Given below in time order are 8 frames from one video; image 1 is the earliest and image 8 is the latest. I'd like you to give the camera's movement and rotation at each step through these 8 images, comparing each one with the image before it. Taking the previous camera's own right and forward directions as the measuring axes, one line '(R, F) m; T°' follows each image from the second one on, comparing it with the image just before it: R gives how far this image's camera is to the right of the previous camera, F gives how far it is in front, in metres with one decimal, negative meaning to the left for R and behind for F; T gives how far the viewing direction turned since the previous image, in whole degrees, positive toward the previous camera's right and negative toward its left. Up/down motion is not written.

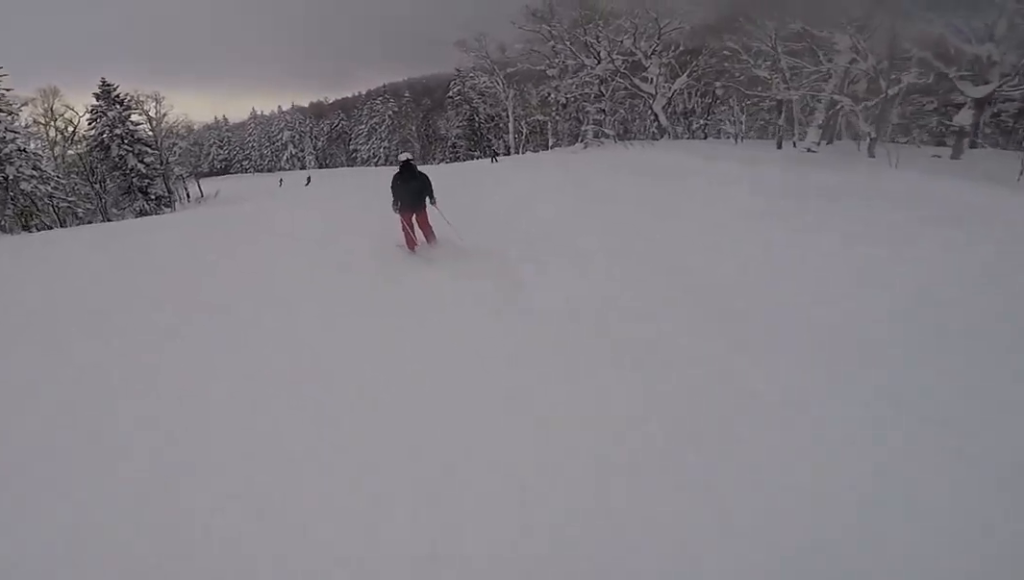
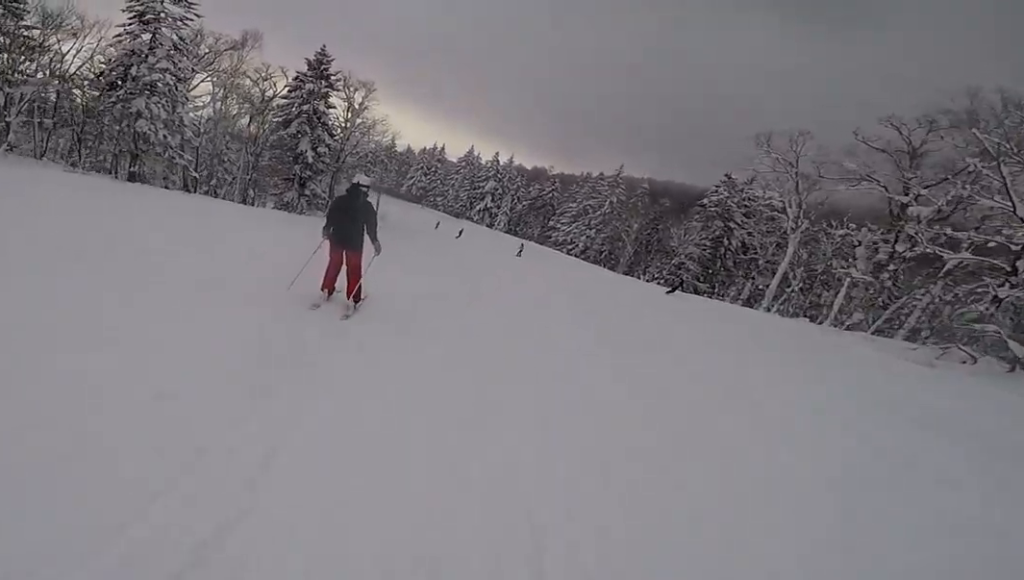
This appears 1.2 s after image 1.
(-1.2, +14.6) m; -14°
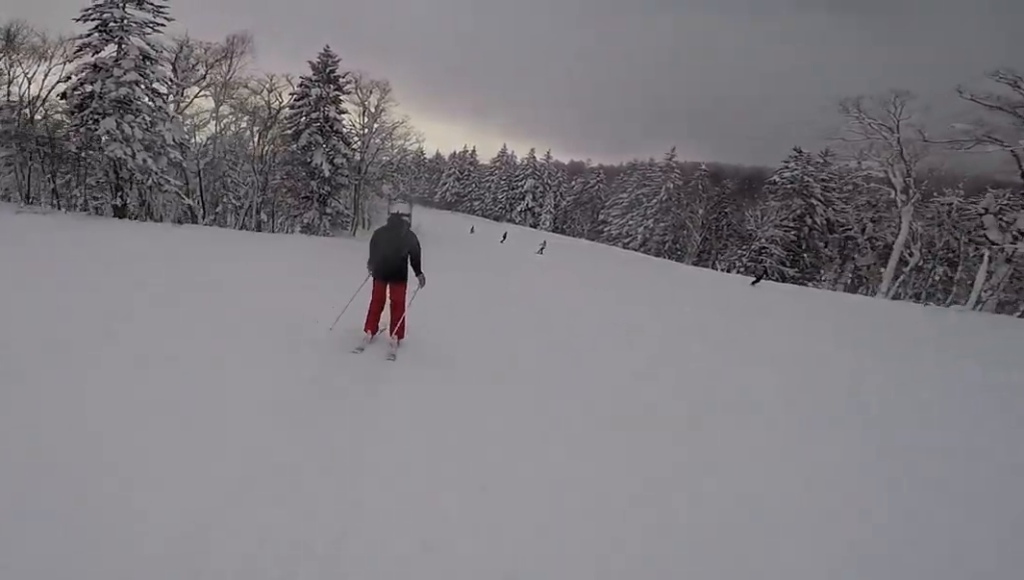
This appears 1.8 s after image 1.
(-1.1, +6.0) m; -4°
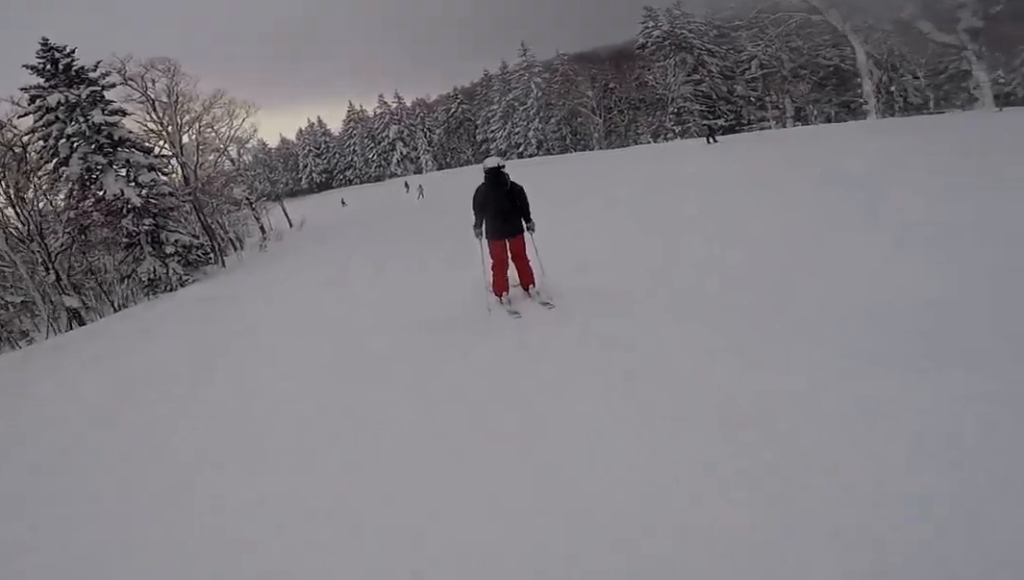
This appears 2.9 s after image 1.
(-0.2, +12.4) m; +8°
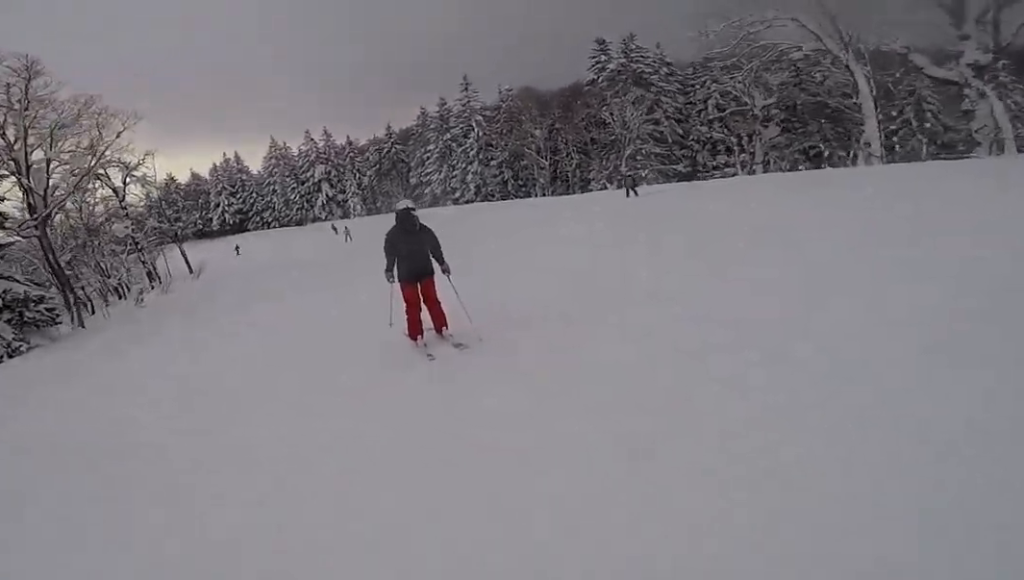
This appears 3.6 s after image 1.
(+0.9, +7.8) m; +5°
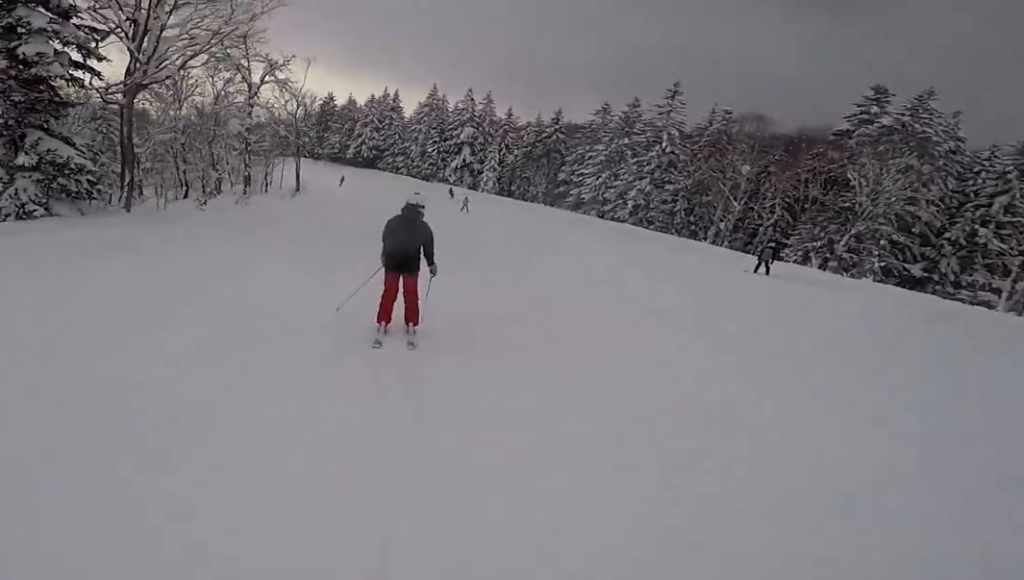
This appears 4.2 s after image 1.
(+0.6, +7.0) m; +1°
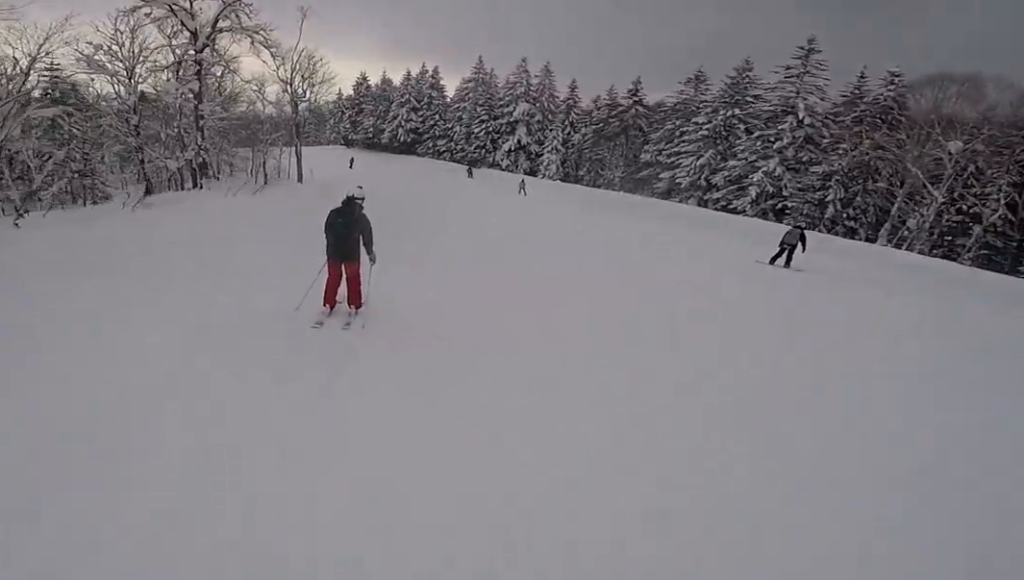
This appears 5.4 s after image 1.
(-1.5, +13.2) m; -13°
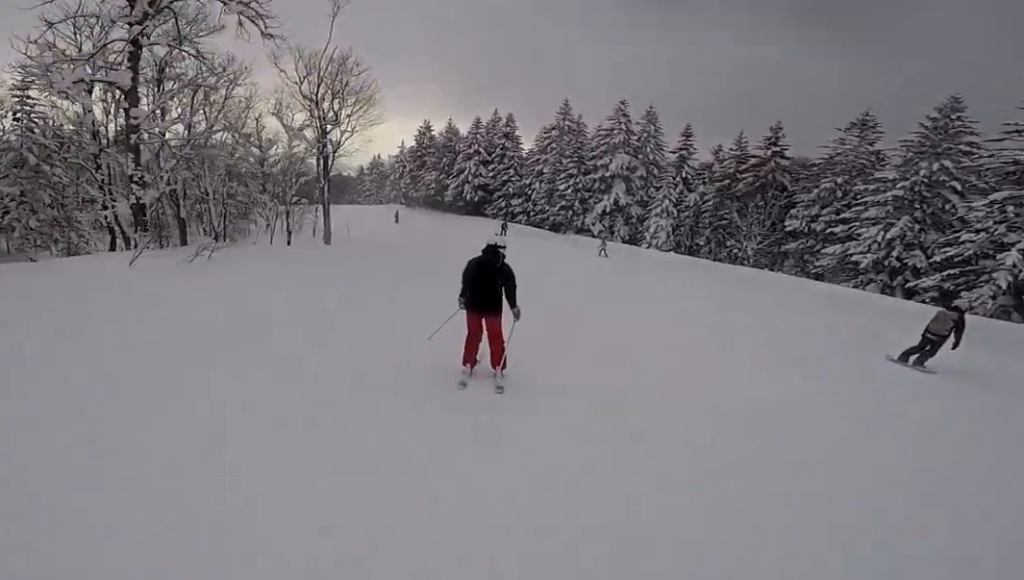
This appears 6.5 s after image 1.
(-1.4, +11.7) m; -8°
